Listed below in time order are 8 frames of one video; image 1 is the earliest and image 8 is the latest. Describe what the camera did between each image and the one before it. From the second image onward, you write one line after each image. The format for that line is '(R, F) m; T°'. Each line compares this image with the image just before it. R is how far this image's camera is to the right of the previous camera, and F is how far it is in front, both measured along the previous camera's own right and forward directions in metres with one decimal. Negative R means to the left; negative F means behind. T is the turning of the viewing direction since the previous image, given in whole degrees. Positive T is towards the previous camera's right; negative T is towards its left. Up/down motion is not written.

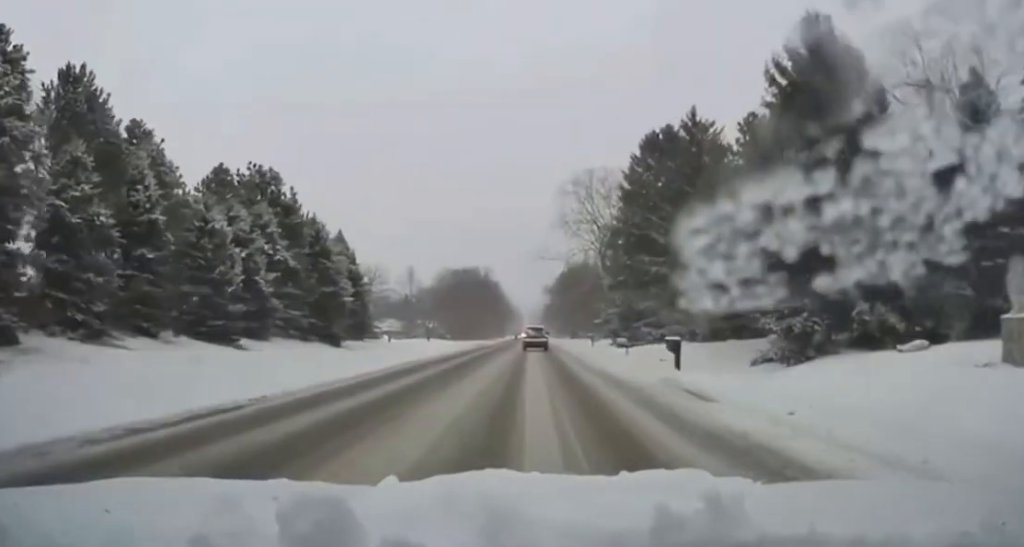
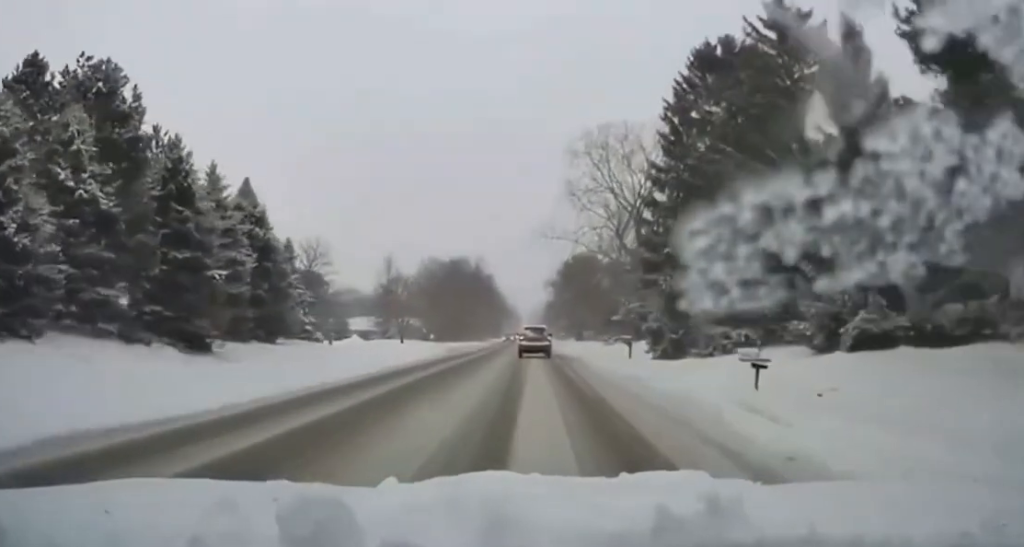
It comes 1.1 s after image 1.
(0.0, +24.2) m; 0°
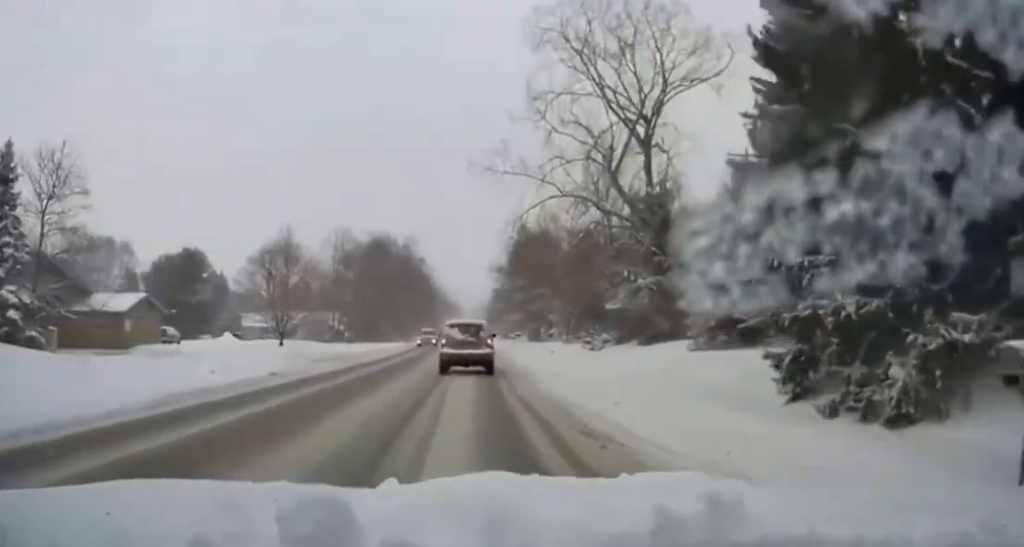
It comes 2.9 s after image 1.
(+0.1, +38.6) m; +1°
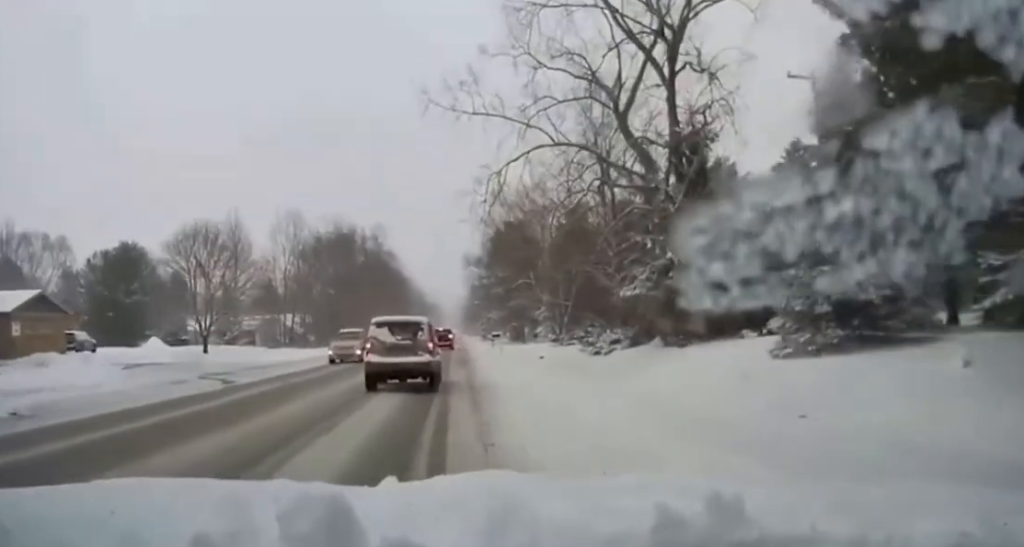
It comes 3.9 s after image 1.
(+0.1, +19.1) m; 0°
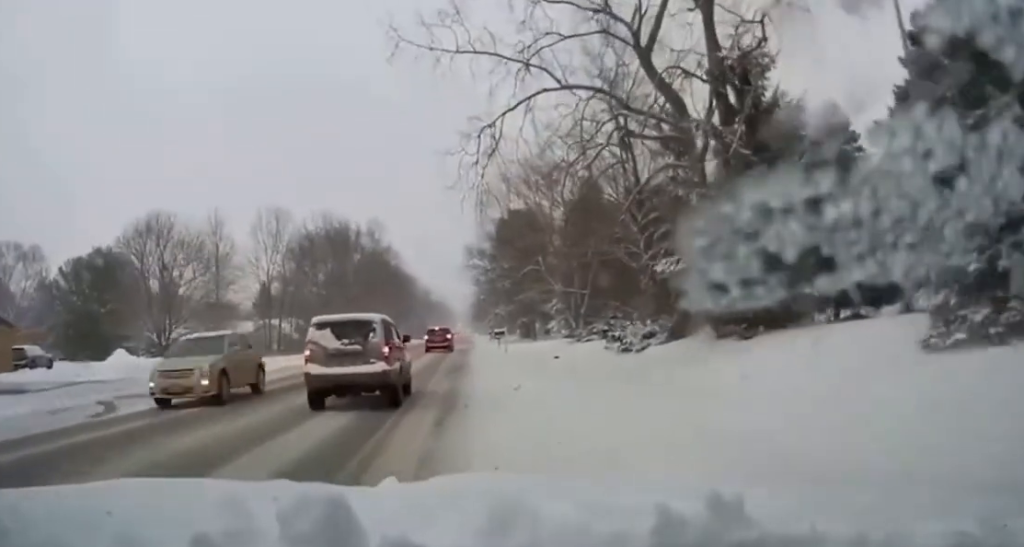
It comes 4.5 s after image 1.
(0.0, +12.2) m; 0°
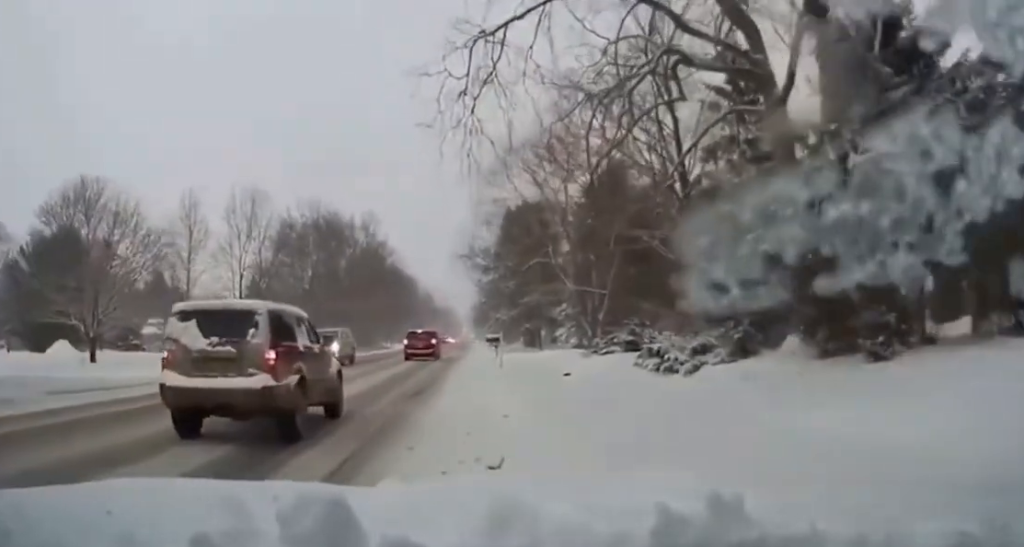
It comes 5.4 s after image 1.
(0.0, +13.9) m; 0°
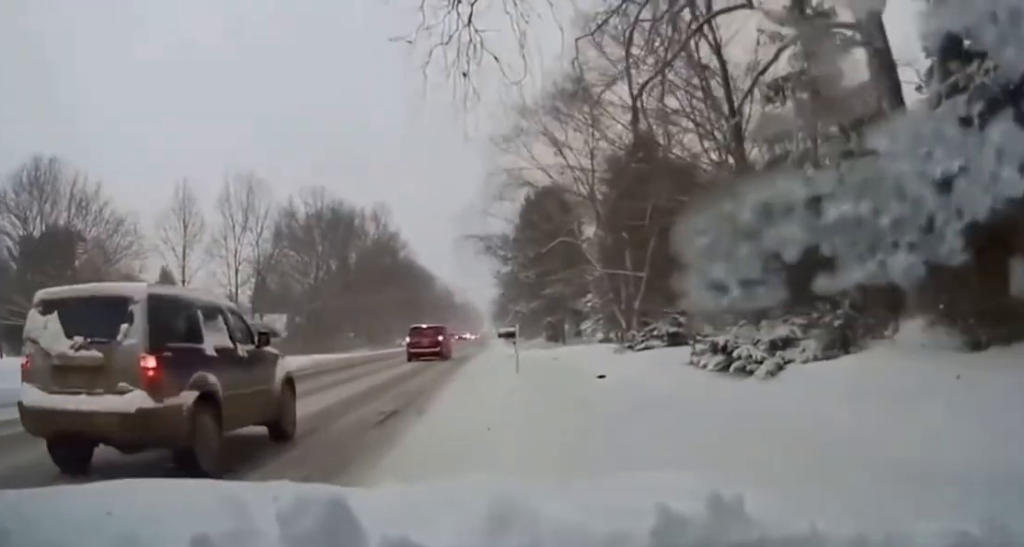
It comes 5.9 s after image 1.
(0.0, +8.2) m; +4°
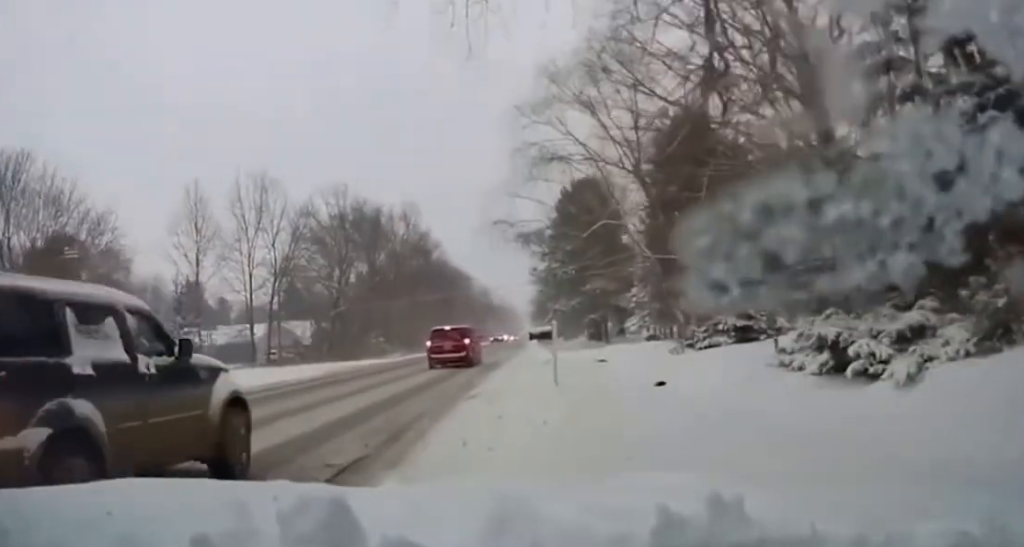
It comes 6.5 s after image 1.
(-0.2, +7.4) m; +4°
